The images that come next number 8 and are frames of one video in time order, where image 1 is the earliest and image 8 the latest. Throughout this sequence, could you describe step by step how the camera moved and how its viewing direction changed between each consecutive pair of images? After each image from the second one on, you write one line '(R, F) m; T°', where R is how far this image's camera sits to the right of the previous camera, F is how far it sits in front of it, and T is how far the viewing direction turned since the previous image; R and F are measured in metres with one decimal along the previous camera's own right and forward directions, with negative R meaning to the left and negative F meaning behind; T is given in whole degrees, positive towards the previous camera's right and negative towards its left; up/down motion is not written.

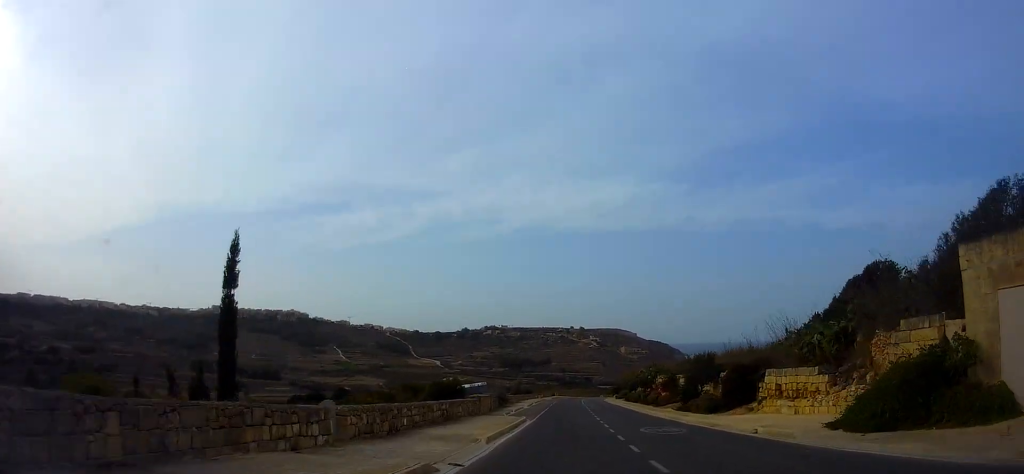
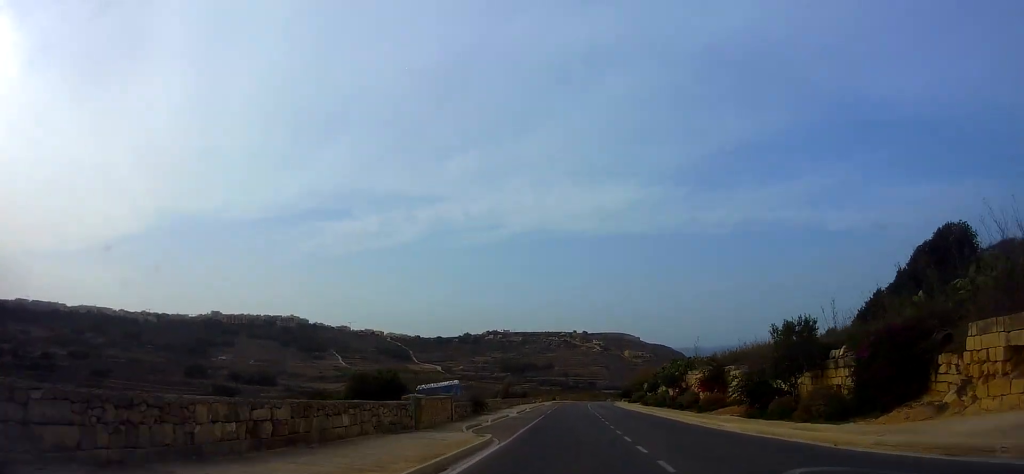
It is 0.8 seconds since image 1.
(-0.3, +13.5) m; 0°
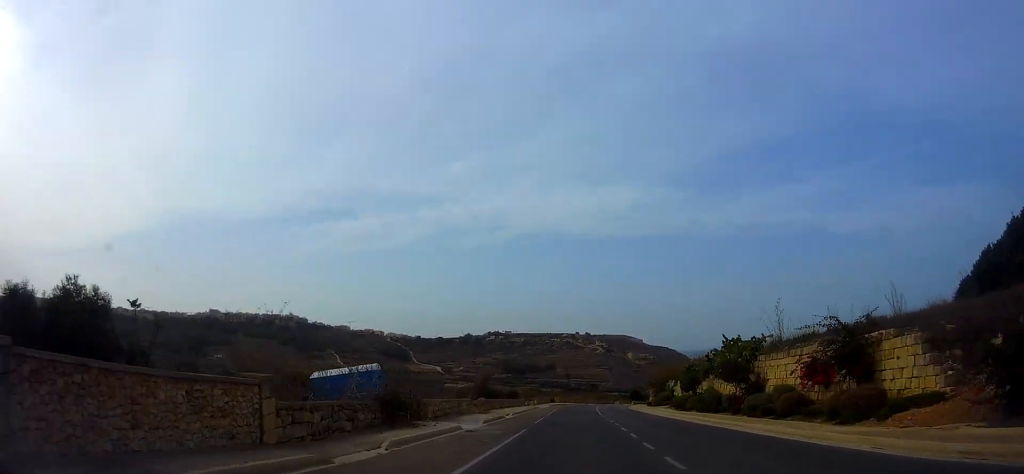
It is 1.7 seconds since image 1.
(+0.2, +16.0) m; +1°
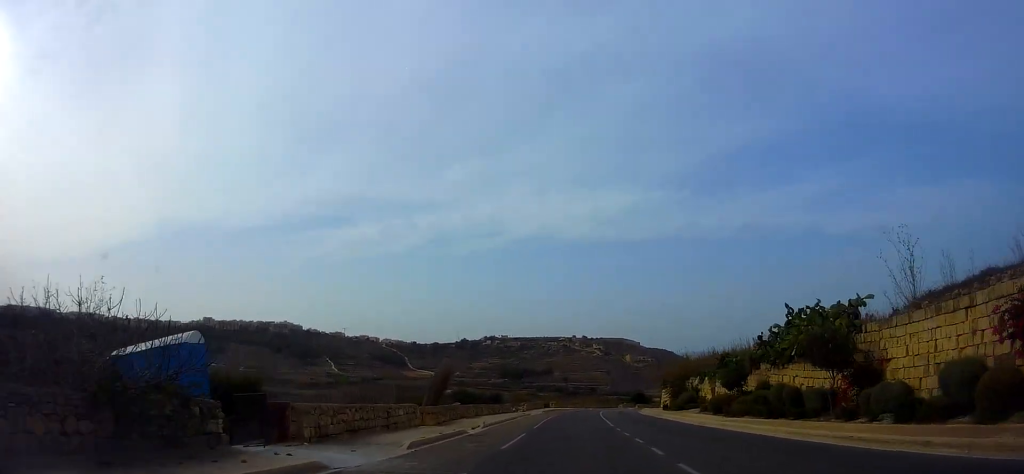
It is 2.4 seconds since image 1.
(+0.7, +10.9) m; 0°
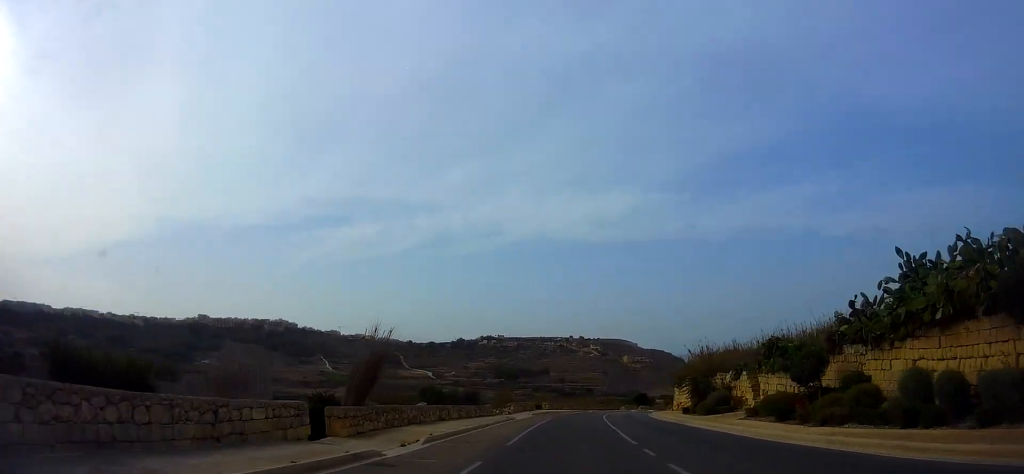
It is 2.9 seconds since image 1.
(-0.6, +9.3) m; -2°
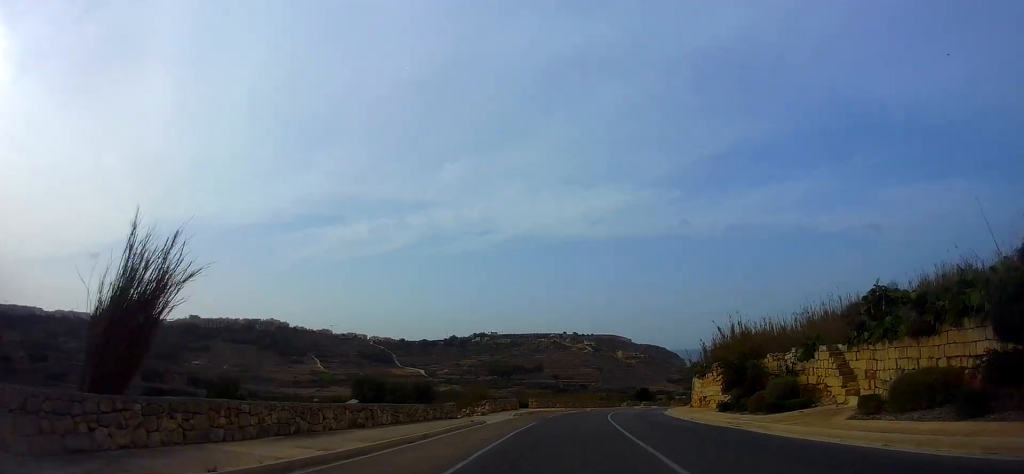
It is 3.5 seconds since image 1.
(-0.3, +10.5) m; -1°
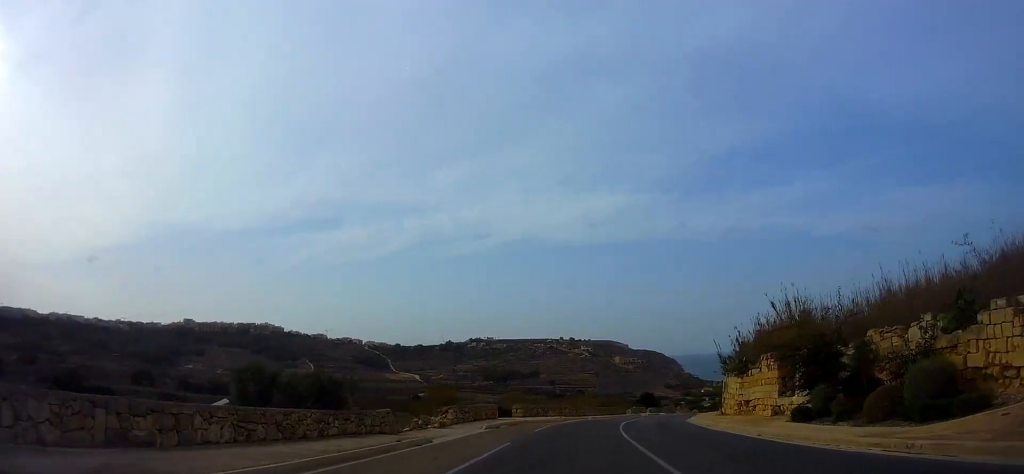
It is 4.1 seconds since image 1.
(-0.1, +10.0) m; +2°
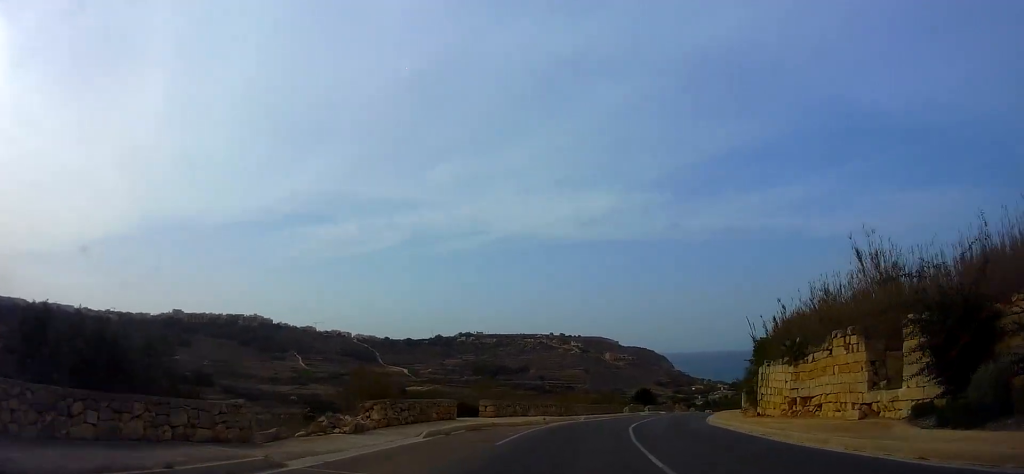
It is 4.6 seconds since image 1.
(+0.1, +8.8) m; +1°
